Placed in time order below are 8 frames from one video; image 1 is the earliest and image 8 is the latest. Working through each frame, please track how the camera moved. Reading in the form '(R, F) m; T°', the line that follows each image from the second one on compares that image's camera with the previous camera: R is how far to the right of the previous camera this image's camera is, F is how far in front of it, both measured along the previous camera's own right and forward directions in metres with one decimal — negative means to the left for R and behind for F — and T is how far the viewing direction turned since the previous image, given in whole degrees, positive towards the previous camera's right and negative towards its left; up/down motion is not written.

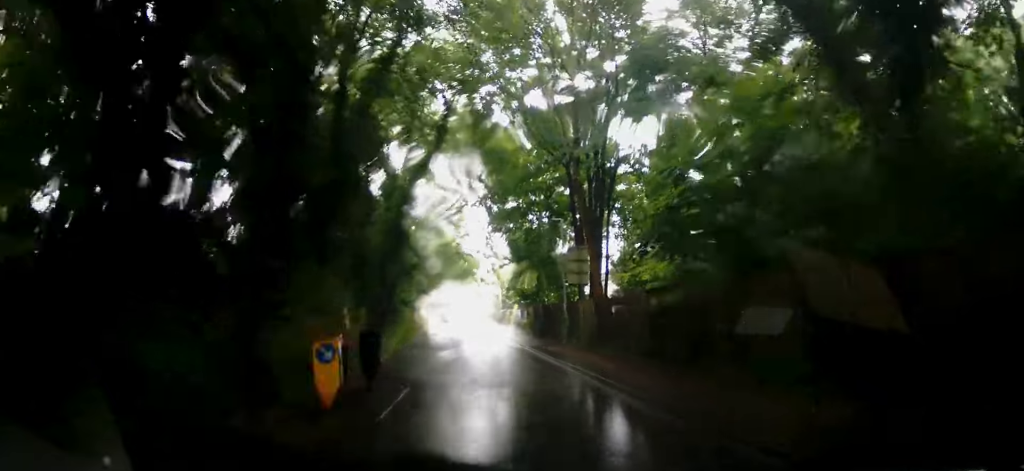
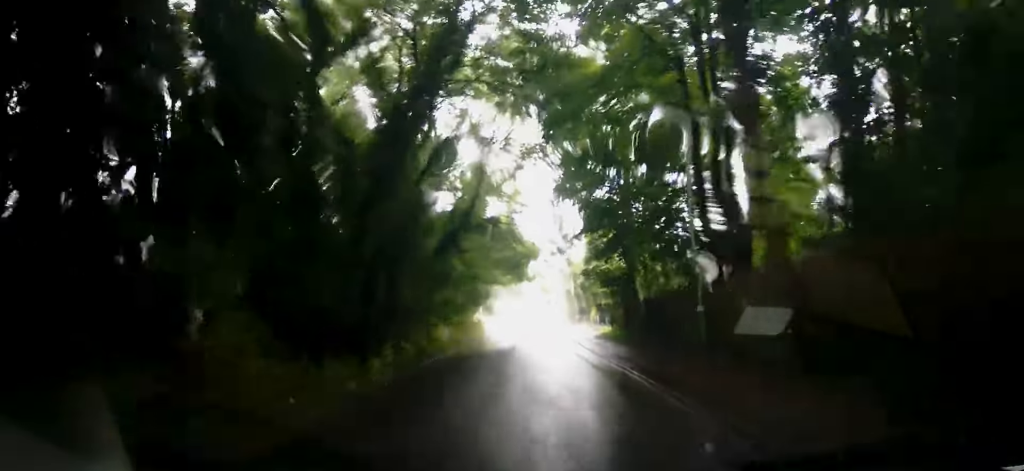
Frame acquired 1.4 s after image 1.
(-0.3, +10.2) m; -6°
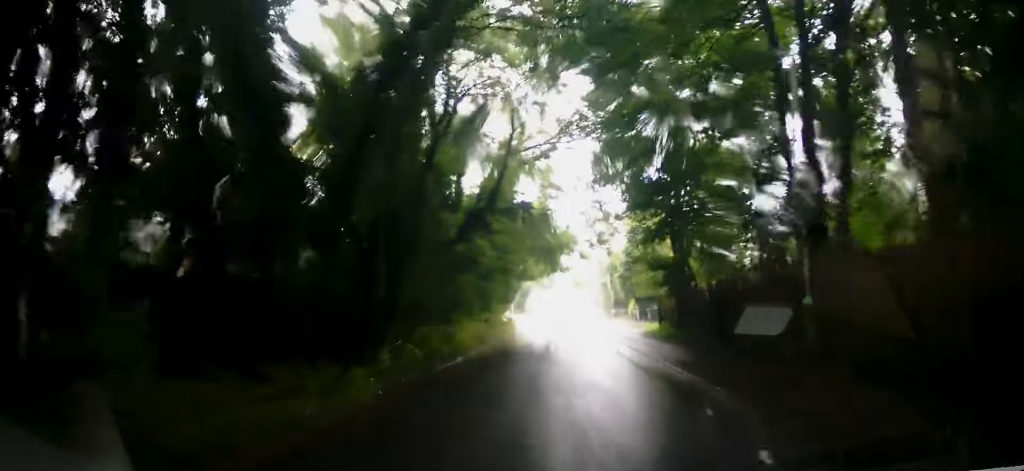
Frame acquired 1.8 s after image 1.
(-0.1, +3.2) m; -3°
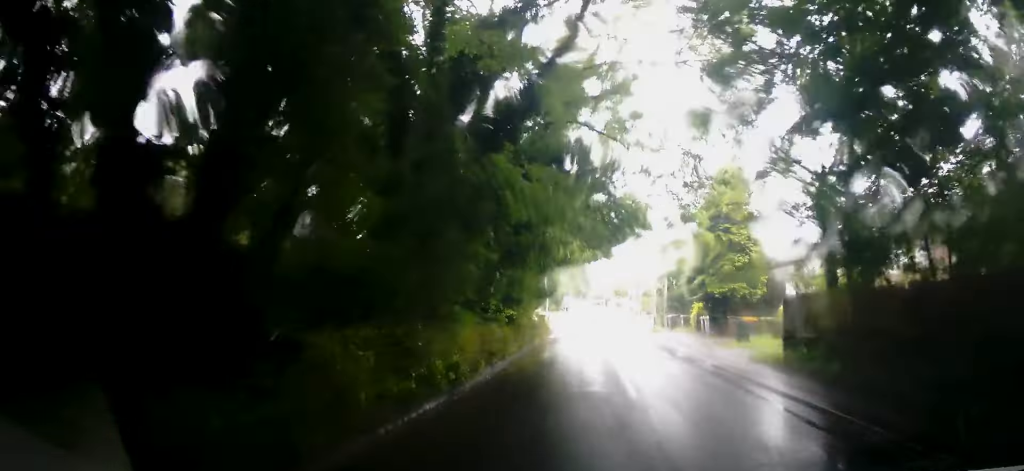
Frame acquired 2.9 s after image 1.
(-0.2, +9.3) m; -6°
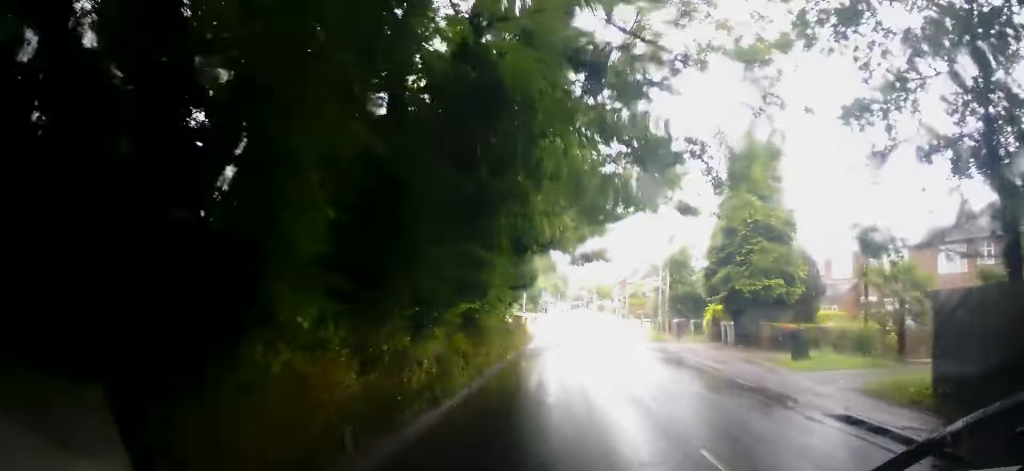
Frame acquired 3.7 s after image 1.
(-0.4, +7.5) m; -3°
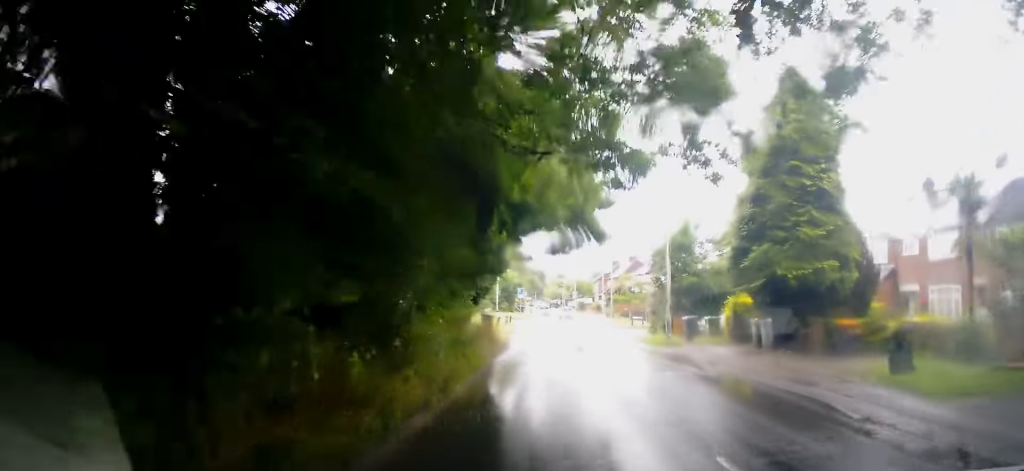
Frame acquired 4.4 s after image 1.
(-0.1, +6.4) m; 0°
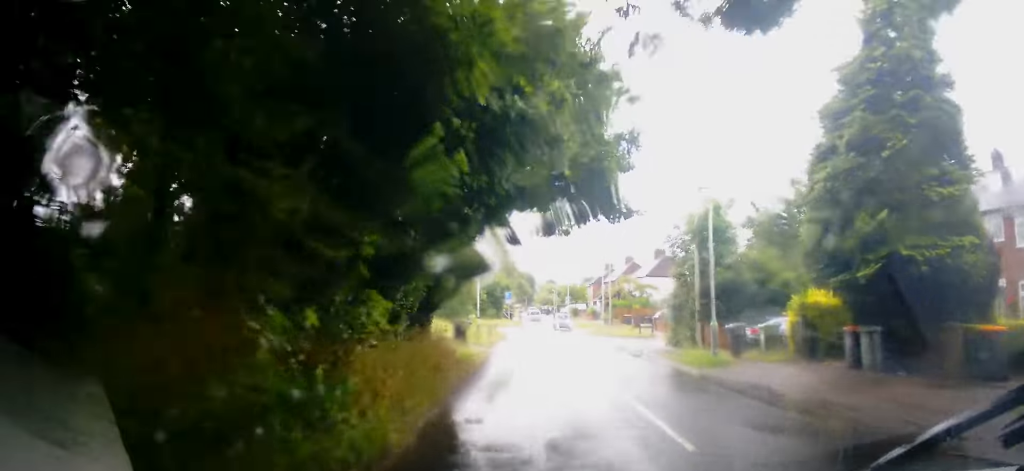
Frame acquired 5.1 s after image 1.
(0.0, +7.1) m; +2°
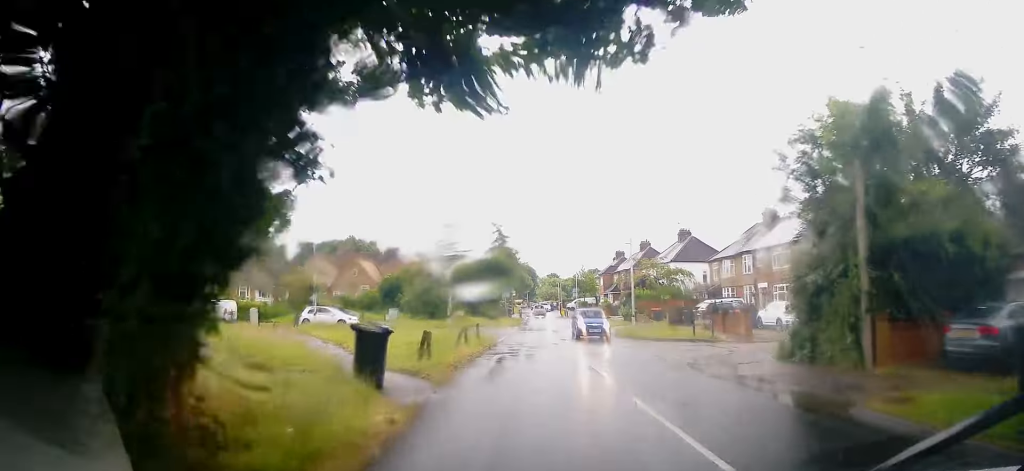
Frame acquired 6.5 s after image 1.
(+0.5, +13.3) m; +2°
